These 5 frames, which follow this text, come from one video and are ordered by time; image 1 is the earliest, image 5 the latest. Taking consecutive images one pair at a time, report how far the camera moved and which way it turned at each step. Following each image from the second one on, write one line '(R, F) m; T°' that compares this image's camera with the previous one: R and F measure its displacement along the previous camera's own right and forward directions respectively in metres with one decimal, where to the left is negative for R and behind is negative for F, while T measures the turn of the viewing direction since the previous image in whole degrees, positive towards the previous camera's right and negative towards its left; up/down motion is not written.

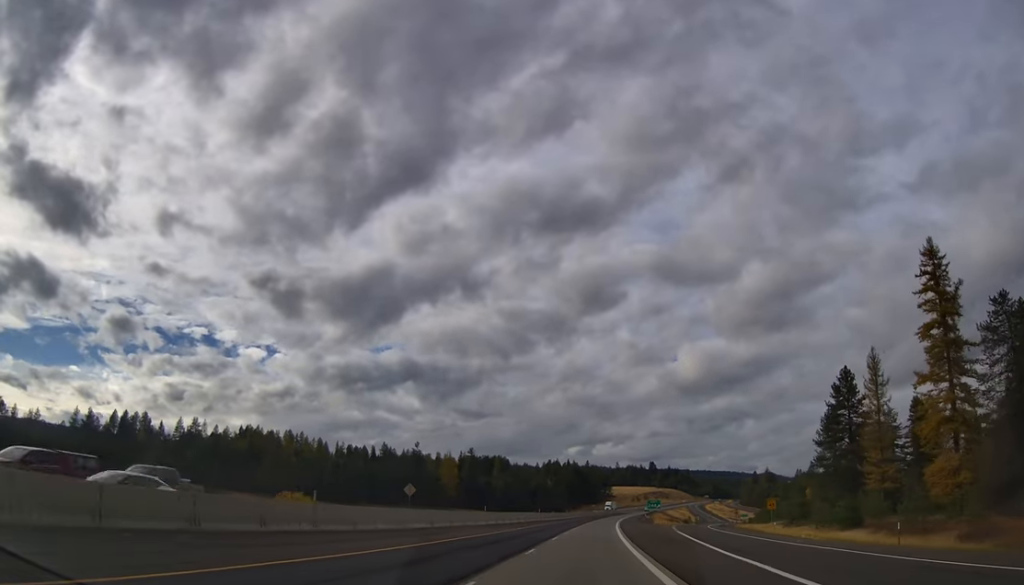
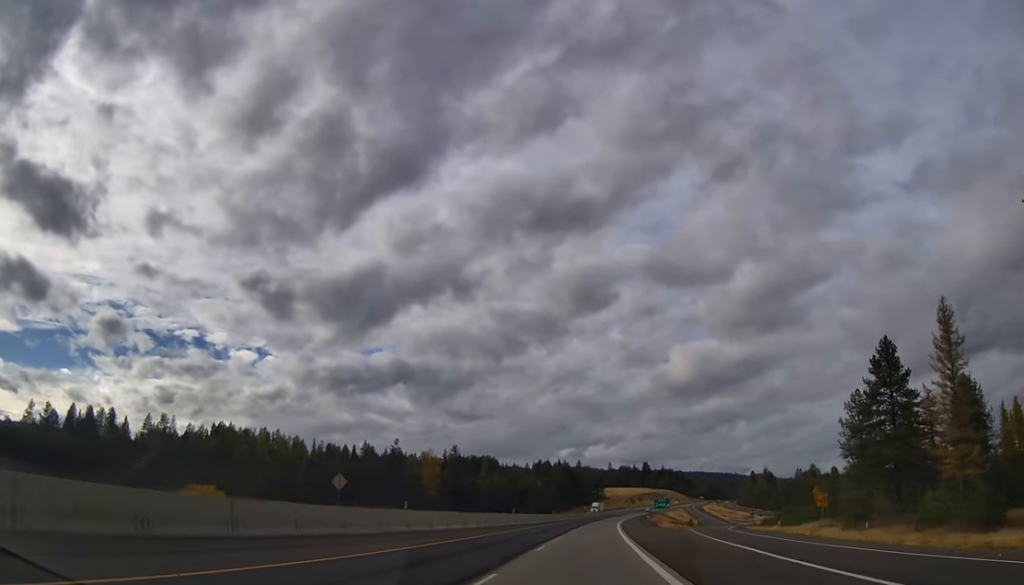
(+0.2, +22.5) m; 0°
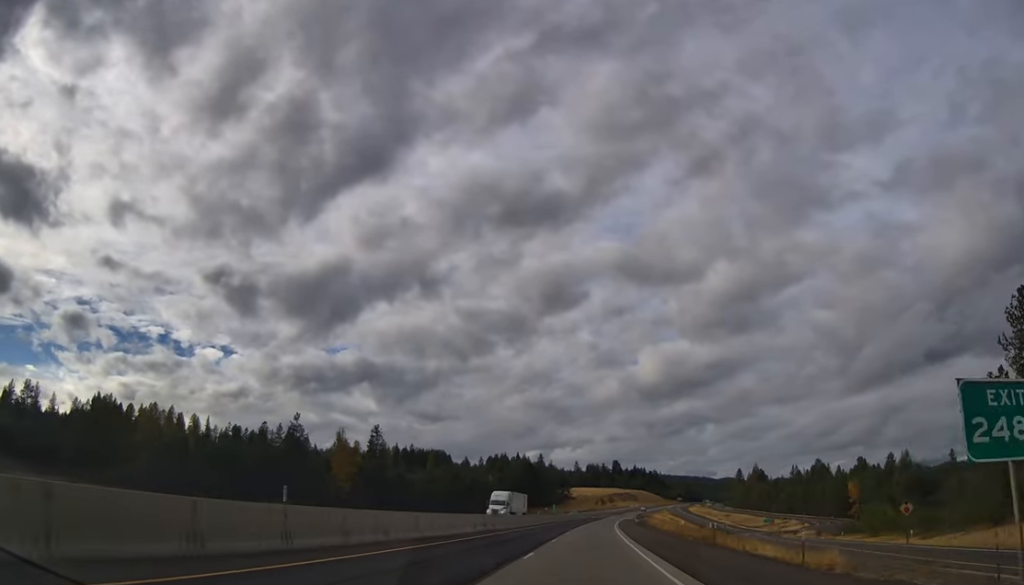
(+1.6, +77.2) m; +3°
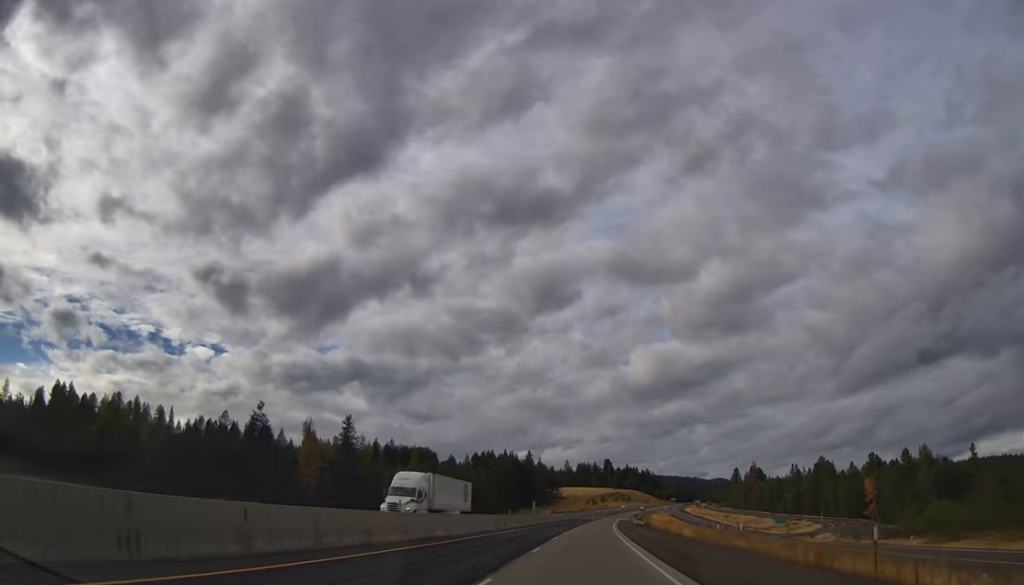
(0.0, +21.1) m; +1°
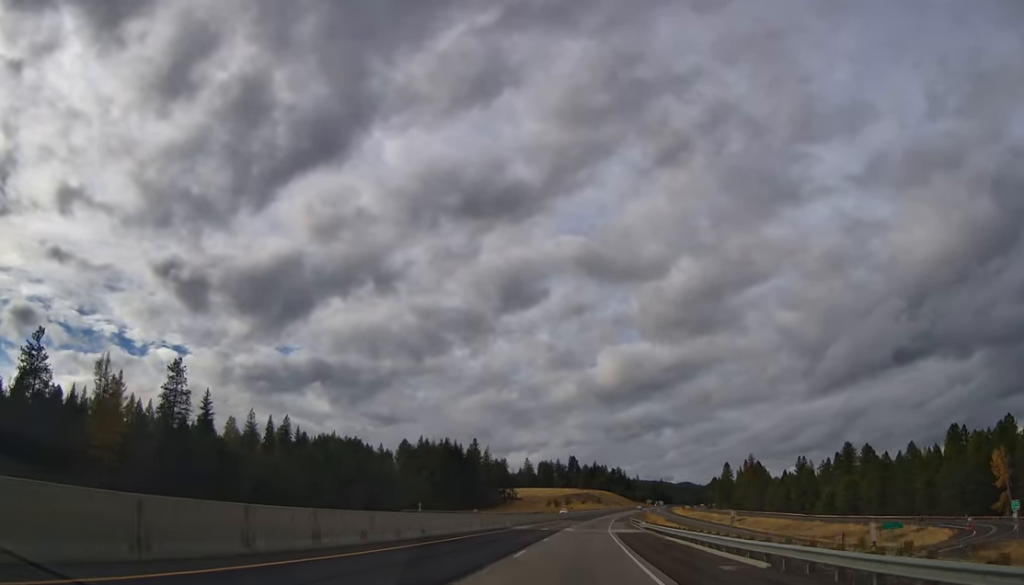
(+3.0, +86.5) m; +3°
